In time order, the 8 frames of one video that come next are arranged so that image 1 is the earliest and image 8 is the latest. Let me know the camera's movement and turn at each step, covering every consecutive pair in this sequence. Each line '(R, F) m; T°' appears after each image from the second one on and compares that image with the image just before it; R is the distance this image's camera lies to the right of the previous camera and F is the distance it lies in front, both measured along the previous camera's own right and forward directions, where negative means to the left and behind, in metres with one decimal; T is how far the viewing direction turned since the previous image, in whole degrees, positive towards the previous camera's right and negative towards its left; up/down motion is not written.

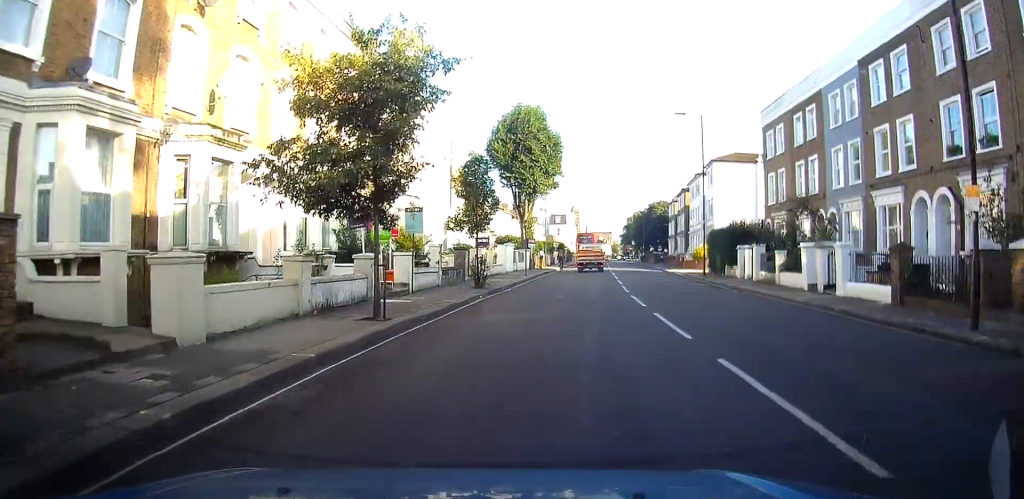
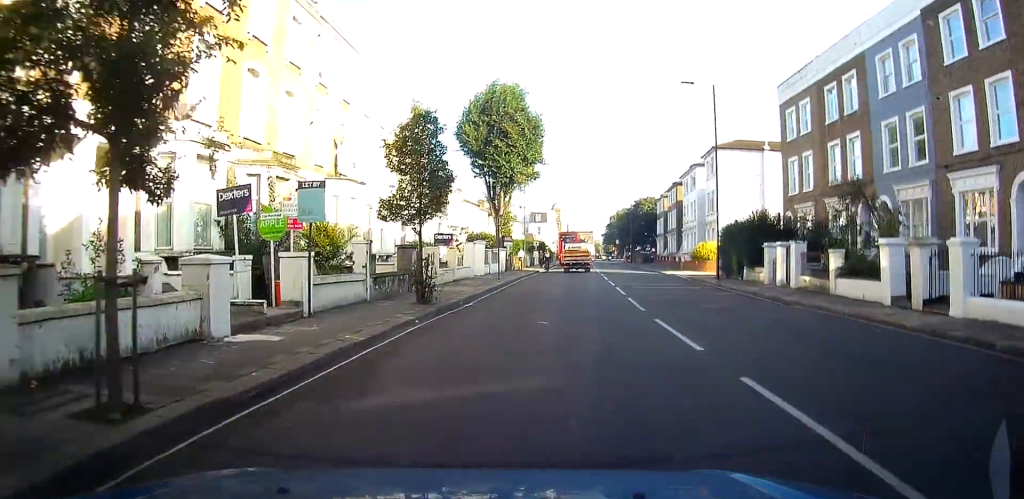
(0.0, +7.3) m; +1°
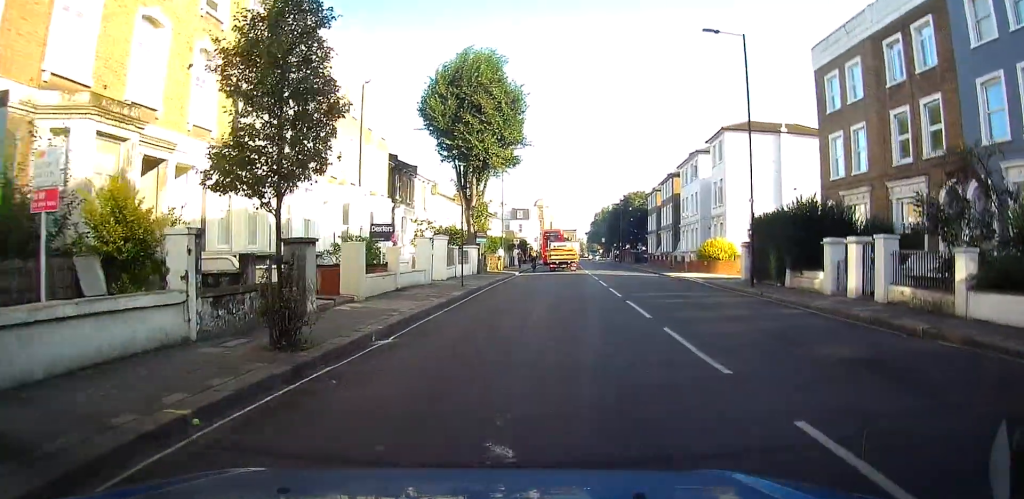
(+0.1, +7.7) m; +2°
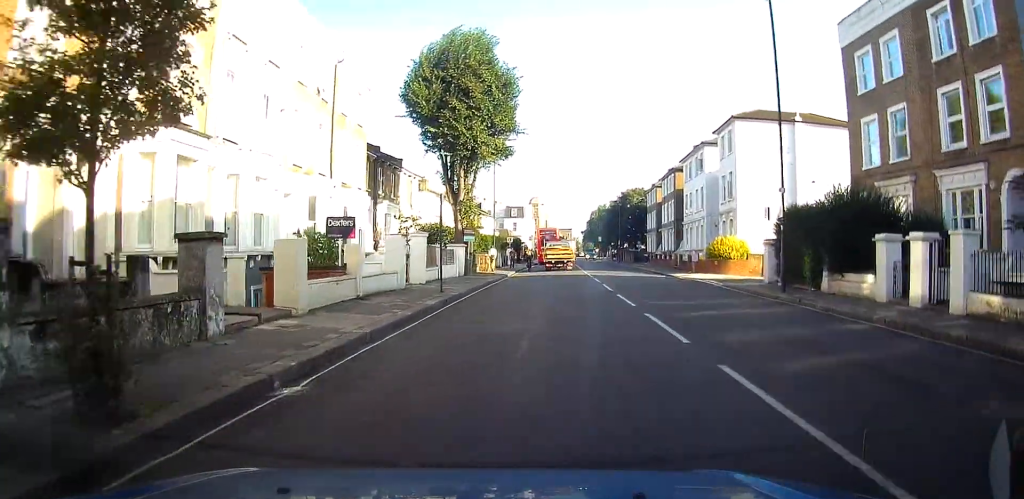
(+0.1, +3.7) m; +1°
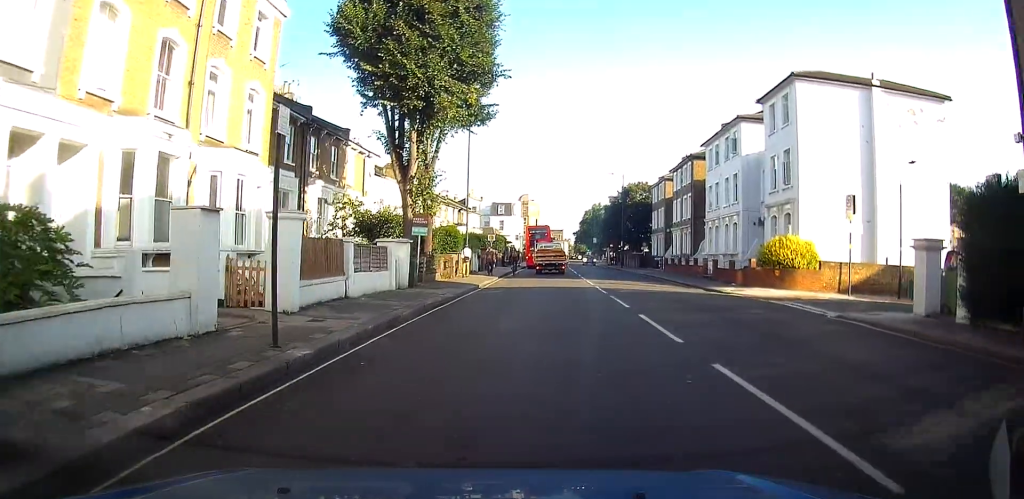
(+0.2, +11.6) m; +2°
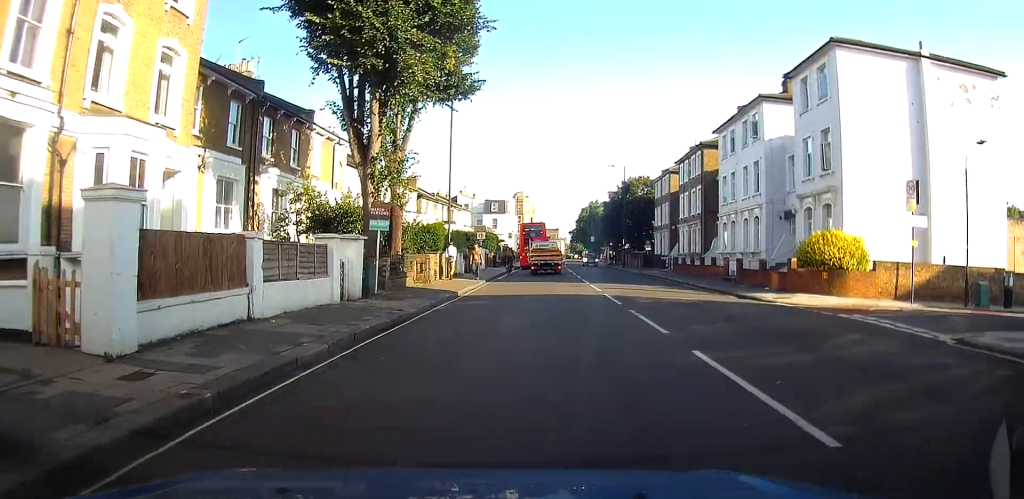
(0.0, +5.1) m; 0°
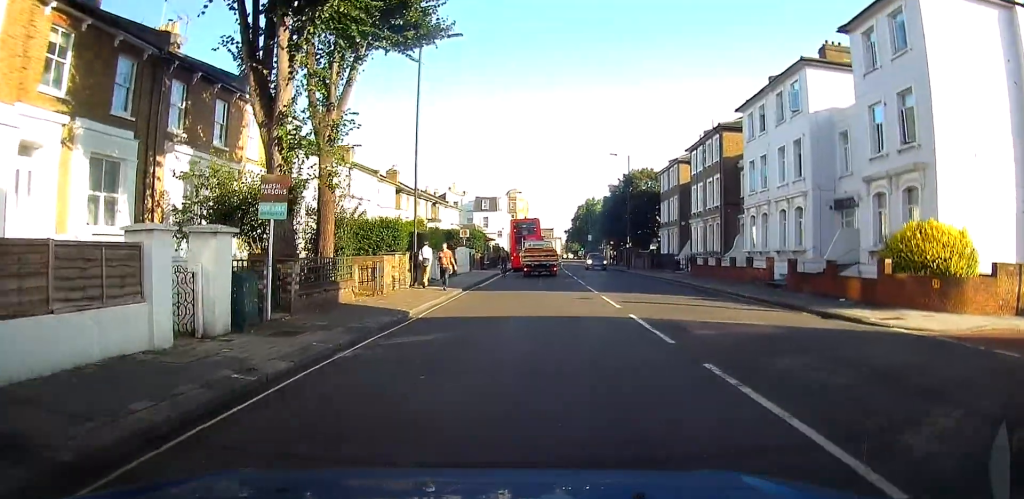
(0.0, +6.9) m; 0°
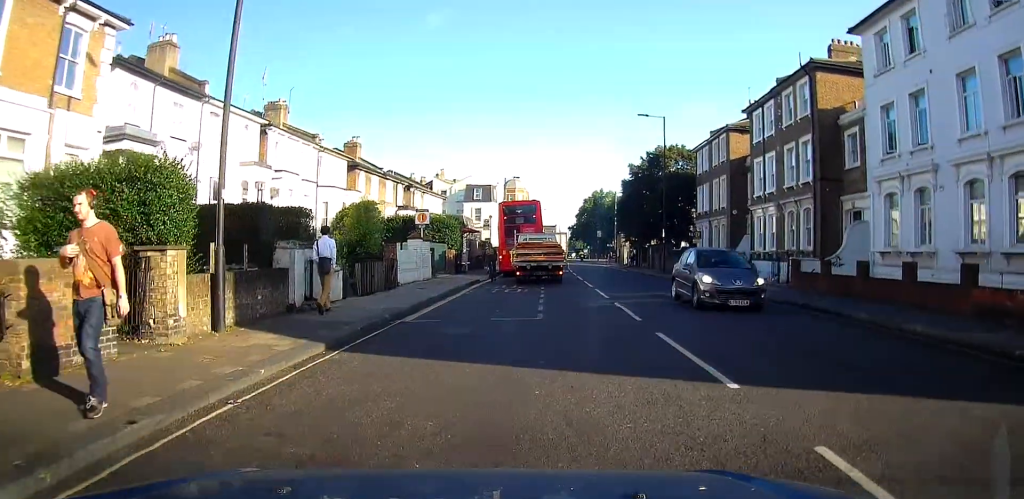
(-0.2, +14.9) m; 0°
